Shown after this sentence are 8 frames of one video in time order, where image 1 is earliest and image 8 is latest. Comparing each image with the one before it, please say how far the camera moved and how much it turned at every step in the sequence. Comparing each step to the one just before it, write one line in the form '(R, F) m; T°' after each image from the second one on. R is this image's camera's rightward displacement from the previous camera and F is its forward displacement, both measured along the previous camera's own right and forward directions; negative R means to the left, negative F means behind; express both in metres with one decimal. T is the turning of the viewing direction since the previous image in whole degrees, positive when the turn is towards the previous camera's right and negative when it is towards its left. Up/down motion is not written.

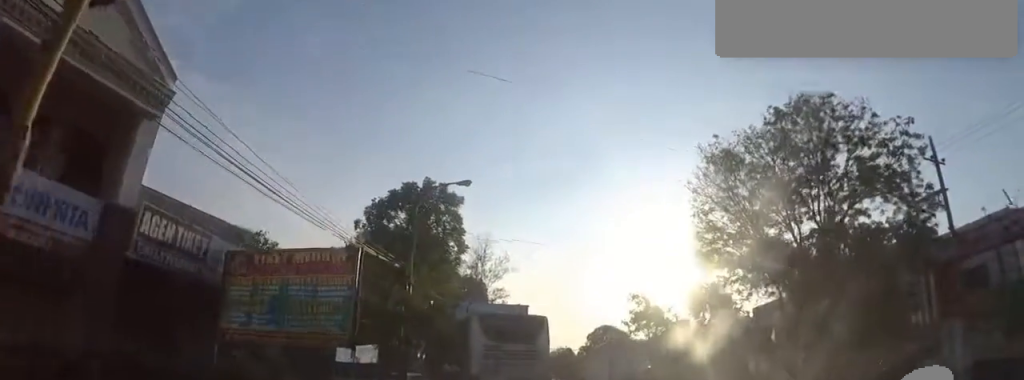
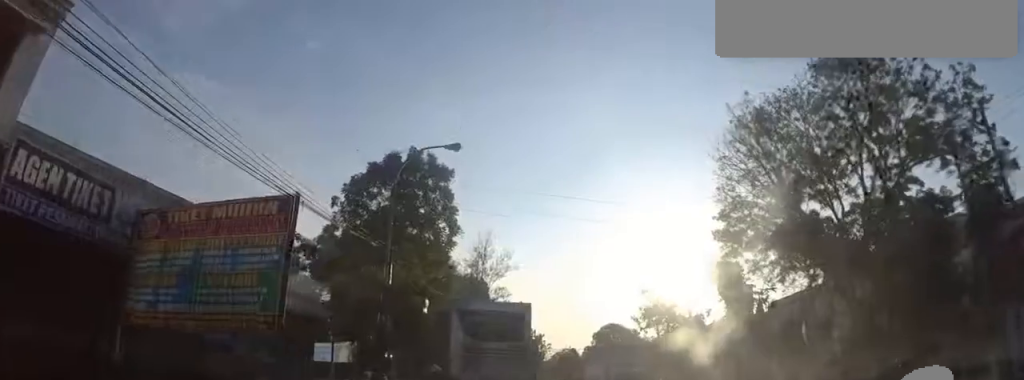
(0.0, +3.0) m; -3°
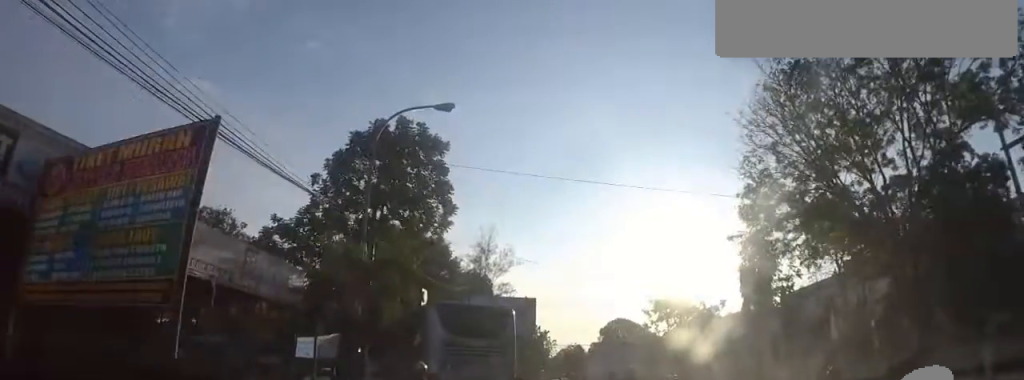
(0.0, +2.3) m; -5°
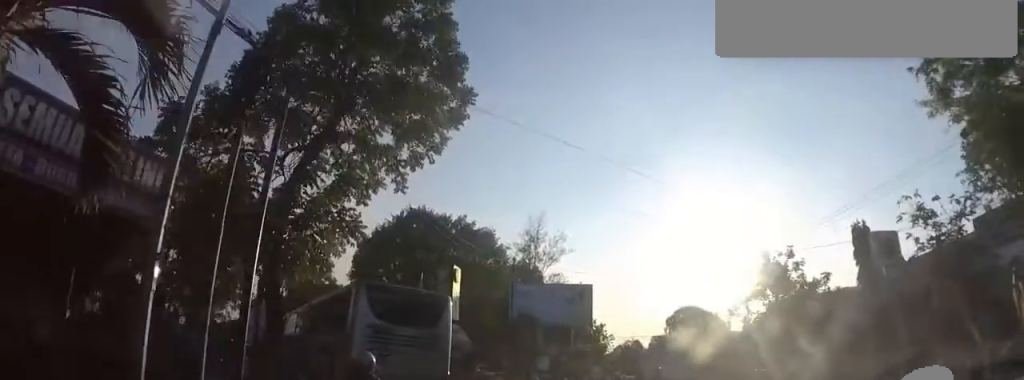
(-1.4, +7.9) m; -4°
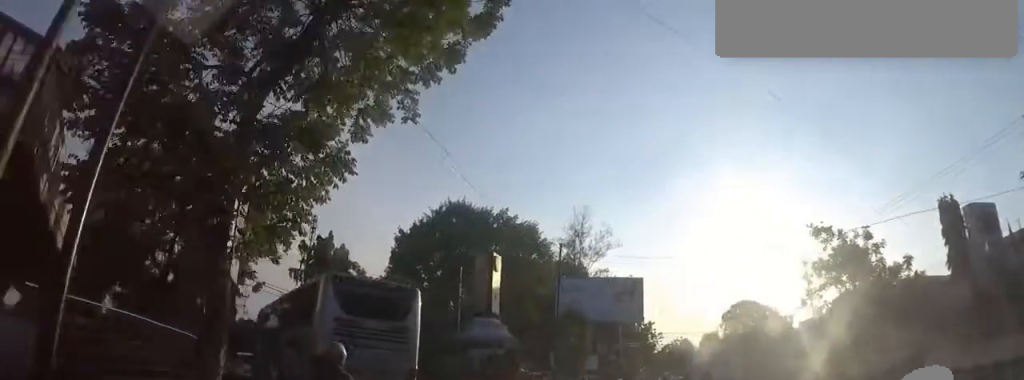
(+0.8, +3.5) m; -2°
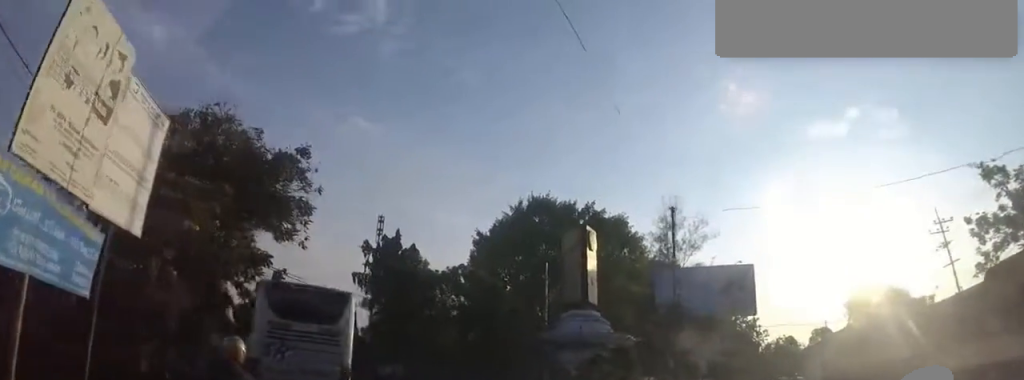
(-1.1, +5.8) m; -12°
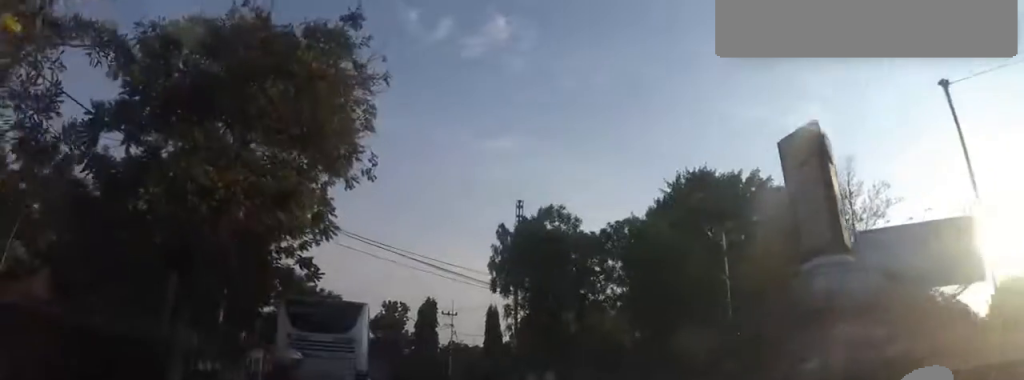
(-1.3, +6.9) m; -24°
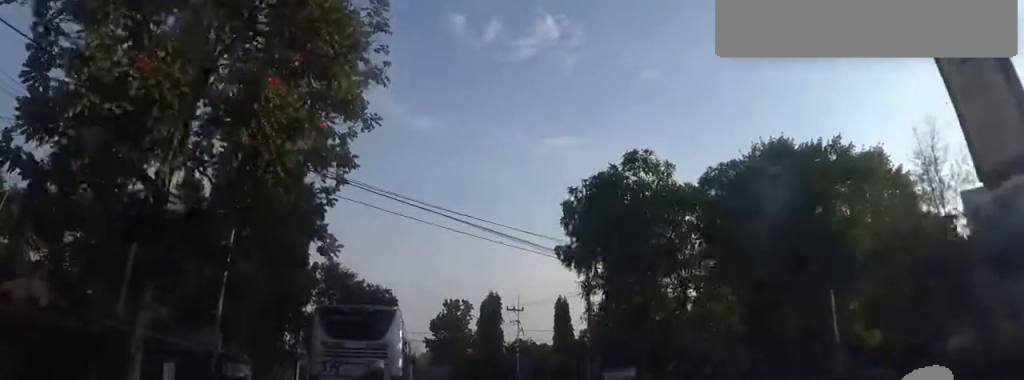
(-0.2, +4.3) m; -12°
